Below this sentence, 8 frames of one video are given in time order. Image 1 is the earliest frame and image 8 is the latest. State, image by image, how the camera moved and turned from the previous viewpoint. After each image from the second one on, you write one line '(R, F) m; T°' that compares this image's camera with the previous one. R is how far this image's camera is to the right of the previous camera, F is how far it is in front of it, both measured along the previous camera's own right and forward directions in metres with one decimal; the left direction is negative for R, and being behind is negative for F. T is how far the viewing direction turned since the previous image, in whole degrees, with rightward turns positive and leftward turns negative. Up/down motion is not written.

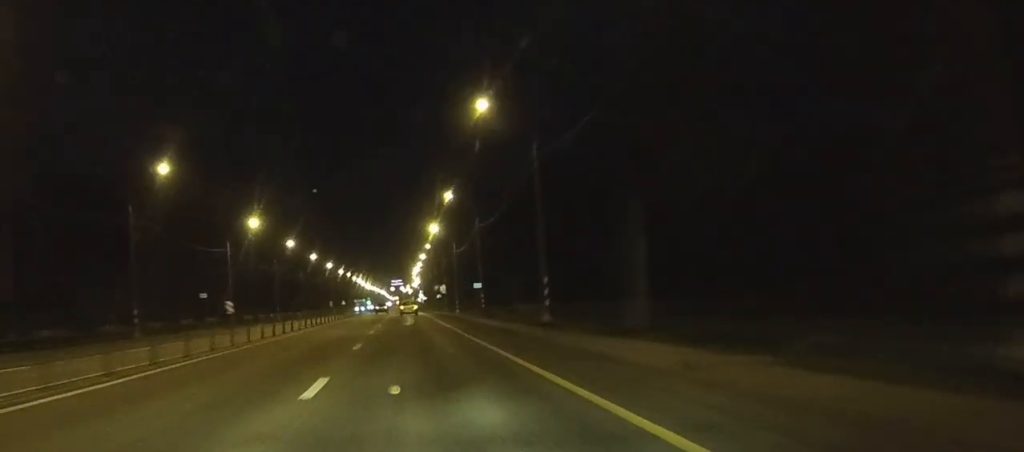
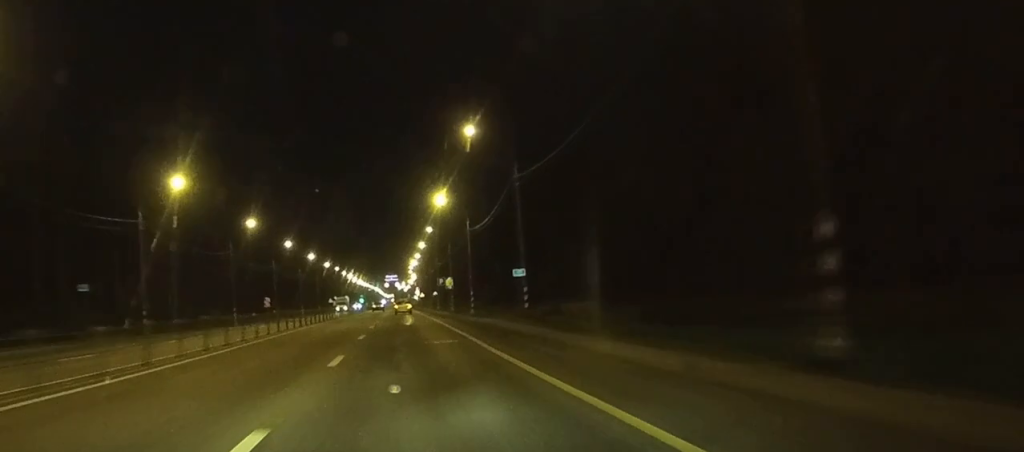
(+0.1, +31.3) m; 0°
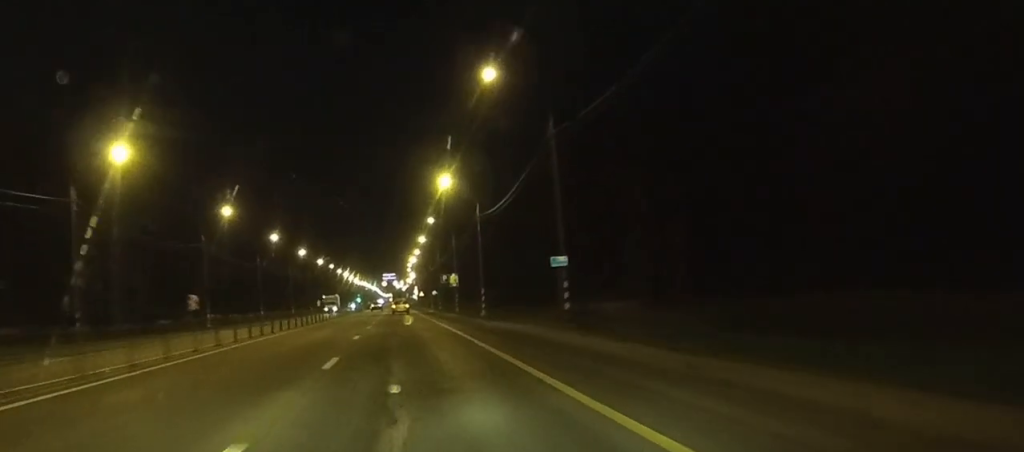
(0.0, +14.4) m; 0°
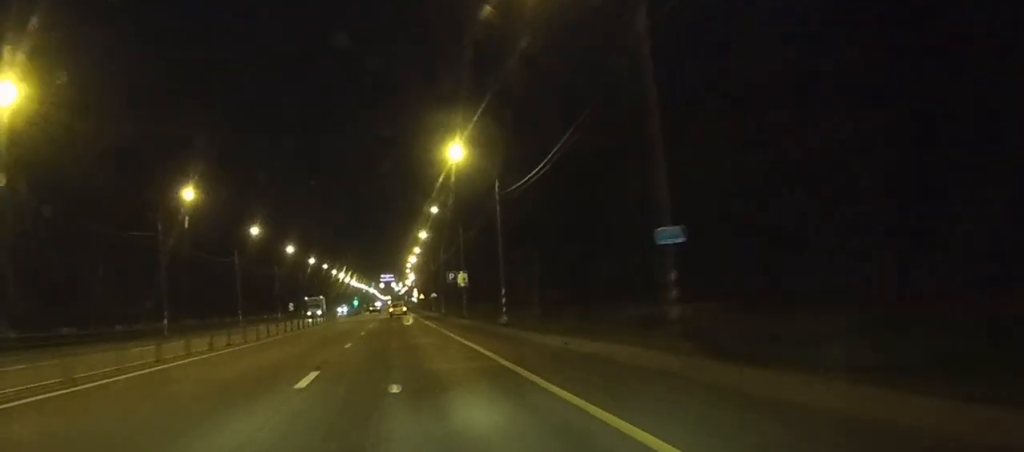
(0.0, +17.3) m; 0°
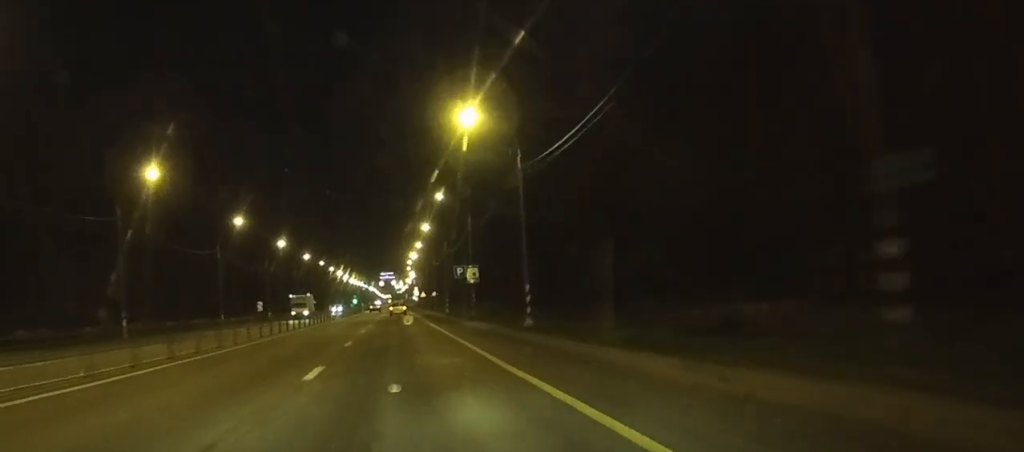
(0.0, +11.2) m; 0°
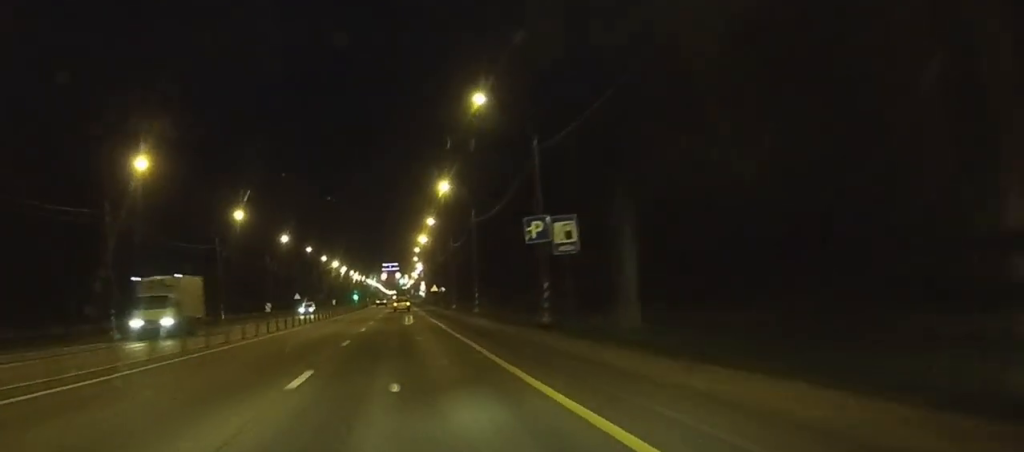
(-0.1, +39.7) m; -1°
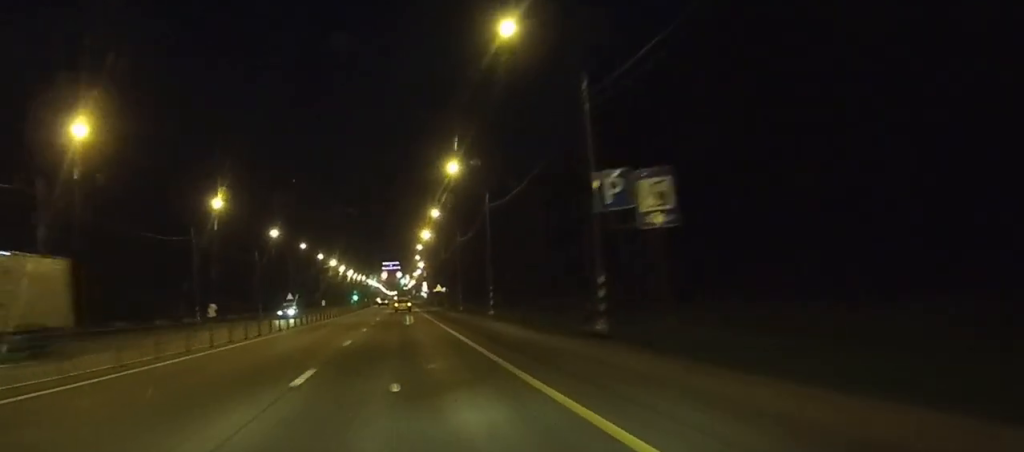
(0.0, +13.3) m; 0°
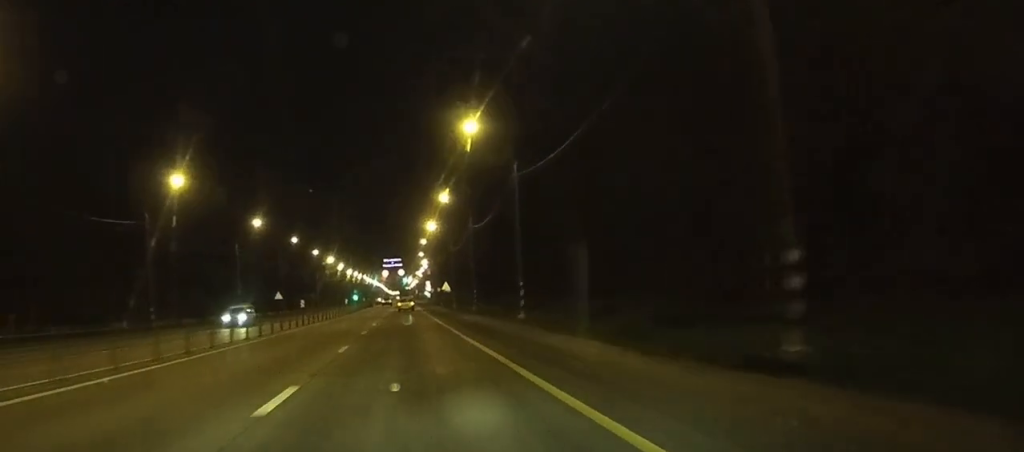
(-0.1, +17.3) m; 0°
